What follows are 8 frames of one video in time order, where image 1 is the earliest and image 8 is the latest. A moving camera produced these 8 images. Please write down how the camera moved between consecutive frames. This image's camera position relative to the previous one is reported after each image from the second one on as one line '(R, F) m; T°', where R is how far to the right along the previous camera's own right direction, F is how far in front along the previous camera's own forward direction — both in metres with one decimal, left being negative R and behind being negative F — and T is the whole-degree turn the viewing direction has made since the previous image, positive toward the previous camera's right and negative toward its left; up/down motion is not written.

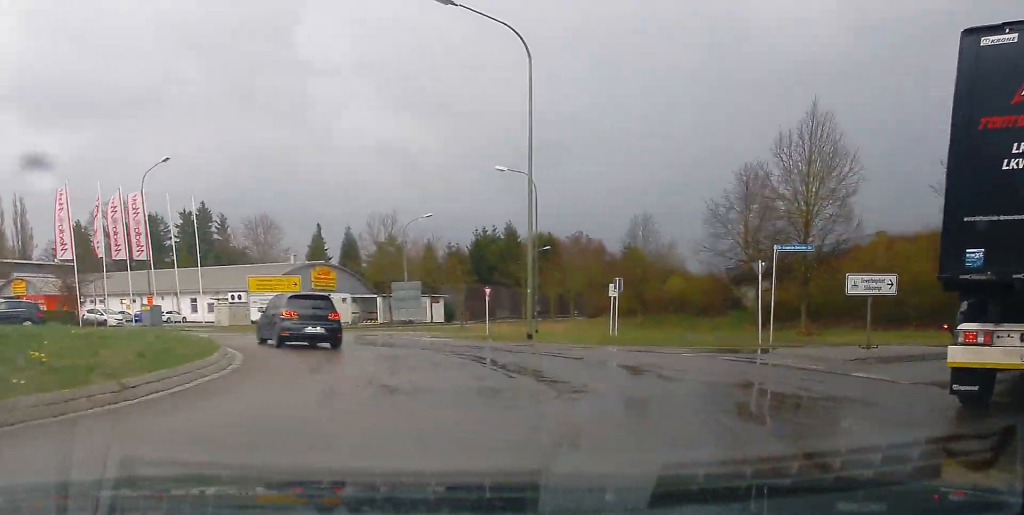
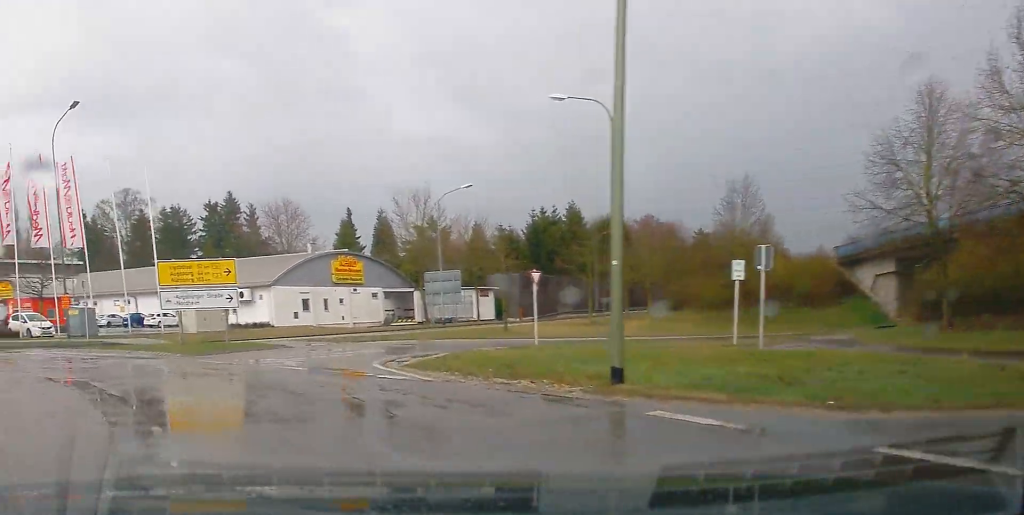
(-1.1, +12.8) m; -17°
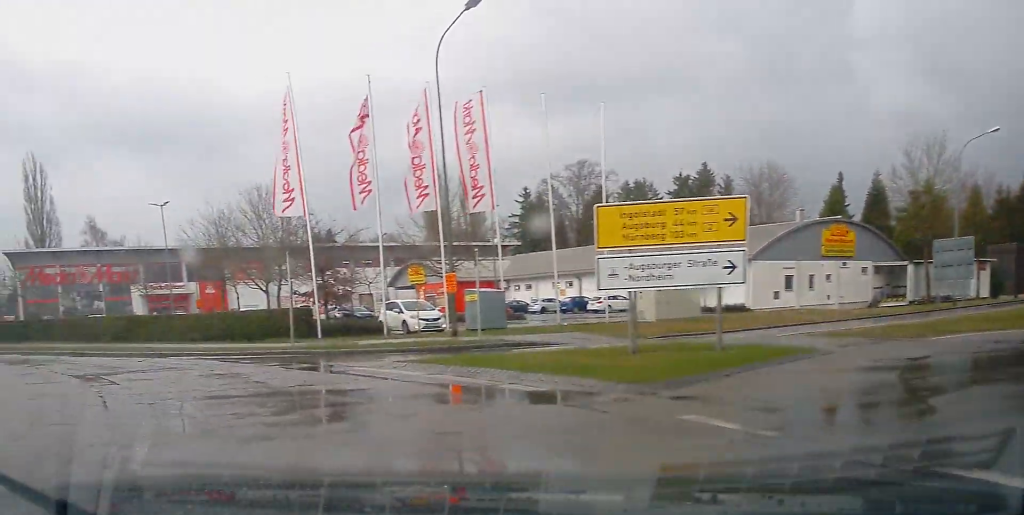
(-1.7, +9.8) m; -23°
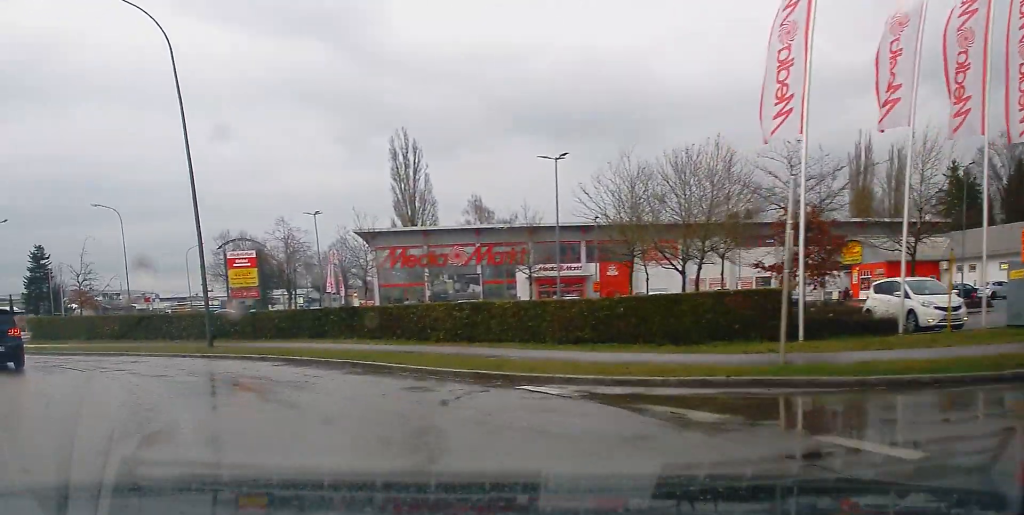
(-1.8, +8.7) m; -26°
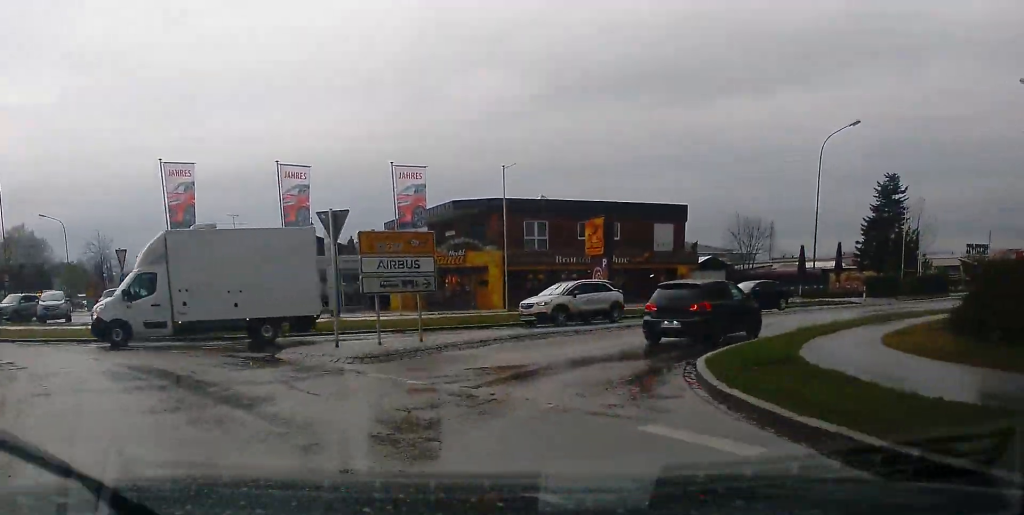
(-14.9, +21.4) m; -45°
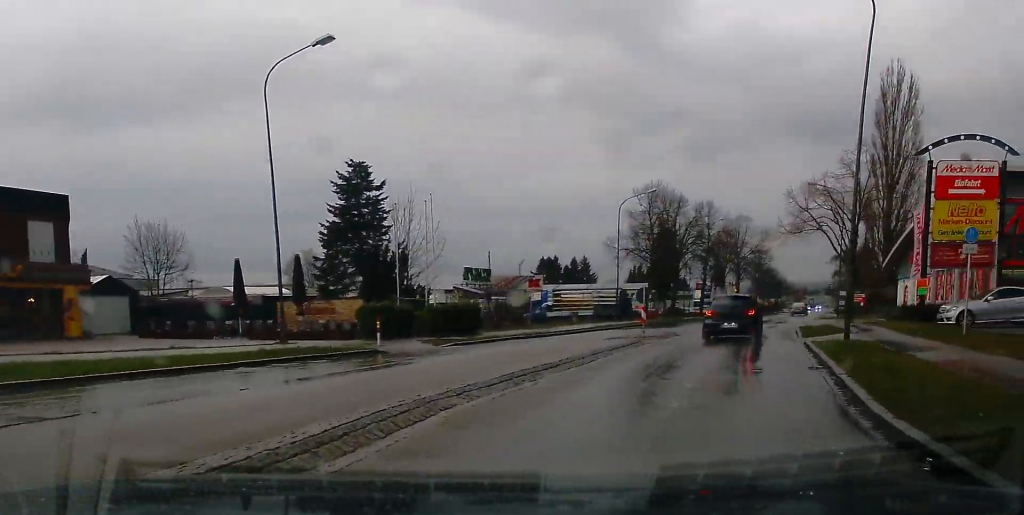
(+6.8, +22.2) m; +36°
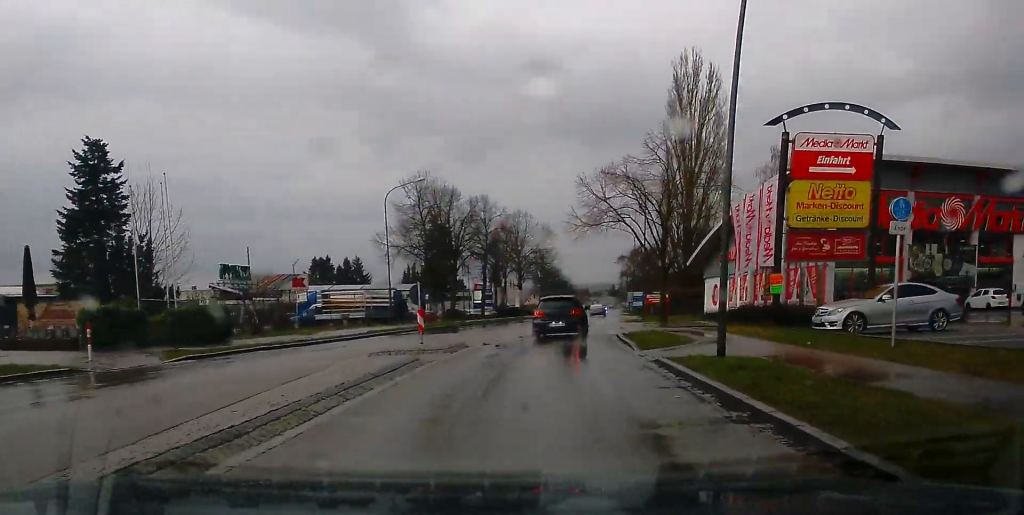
(+0.8, +7.2) m; +10°
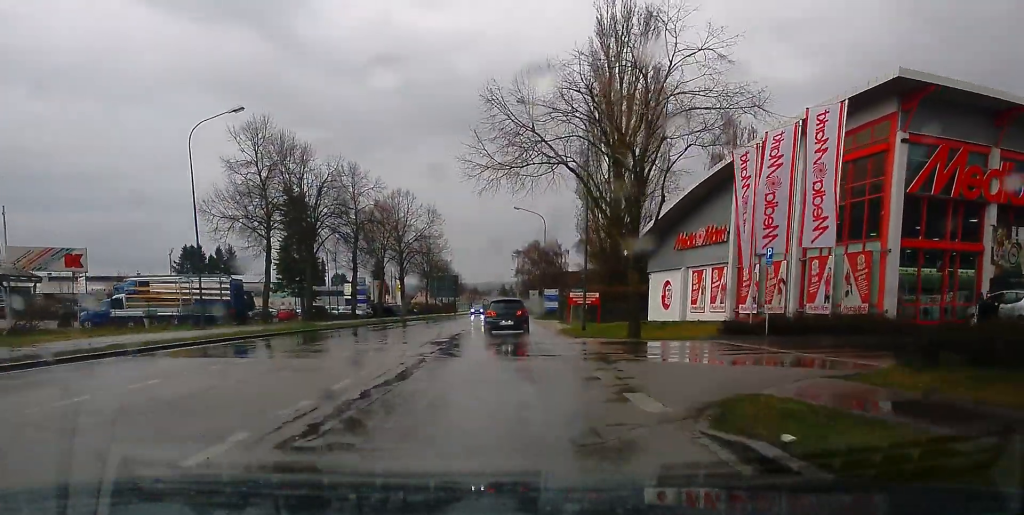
(+1.6, +21.8) m; +7°
